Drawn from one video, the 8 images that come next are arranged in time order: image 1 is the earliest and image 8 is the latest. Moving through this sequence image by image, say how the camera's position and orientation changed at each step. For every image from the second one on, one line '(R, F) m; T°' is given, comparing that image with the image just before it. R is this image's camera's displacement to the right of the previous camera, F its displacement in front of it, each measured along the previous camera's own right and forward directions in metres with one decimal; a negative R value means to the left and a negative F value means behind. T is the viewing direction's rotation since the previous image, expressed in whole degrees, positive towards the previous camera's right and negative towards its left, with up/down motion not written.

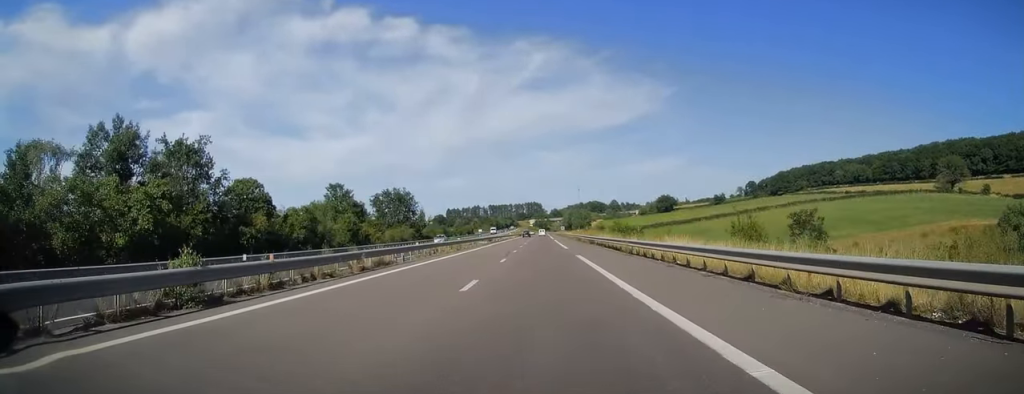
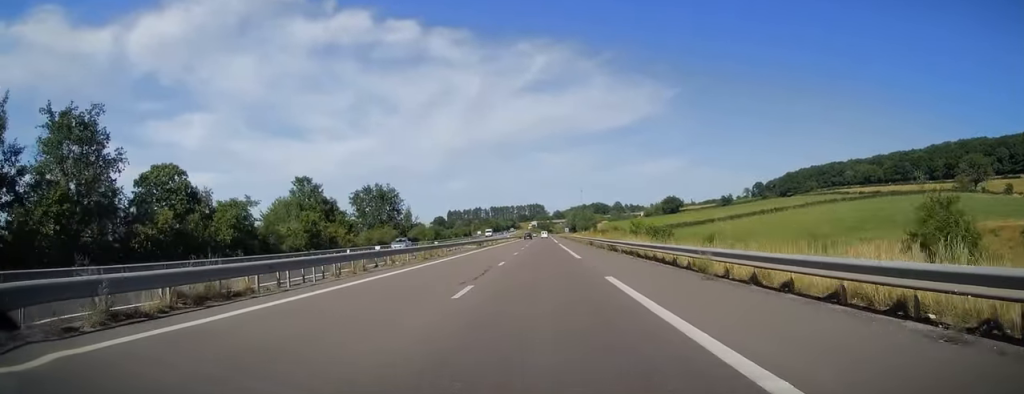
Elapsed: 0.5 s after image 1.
(0.0, +14.3) m; 0°
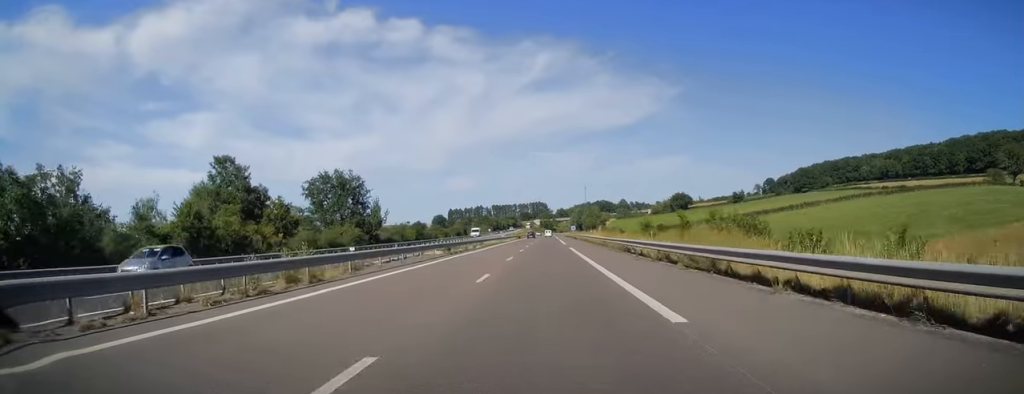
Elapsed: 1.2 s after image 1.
(+0.1, +22.1) m; 0°
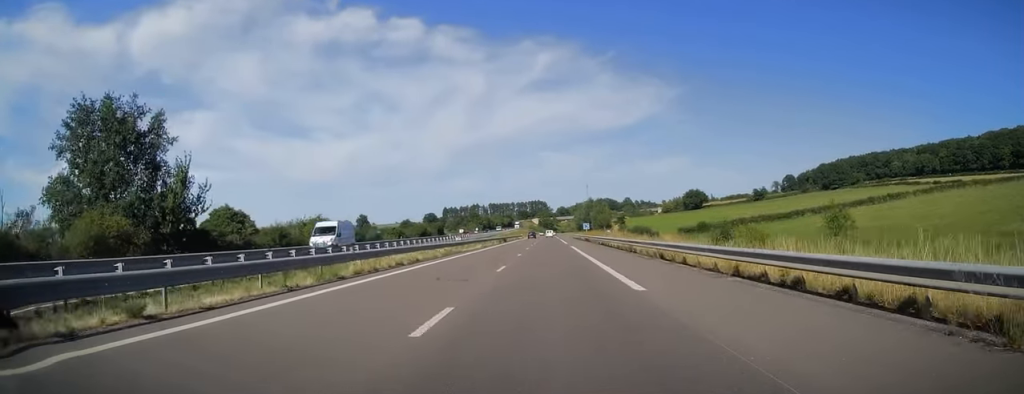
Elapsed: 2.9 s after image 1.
(-0.2, +47.6) m; -1°
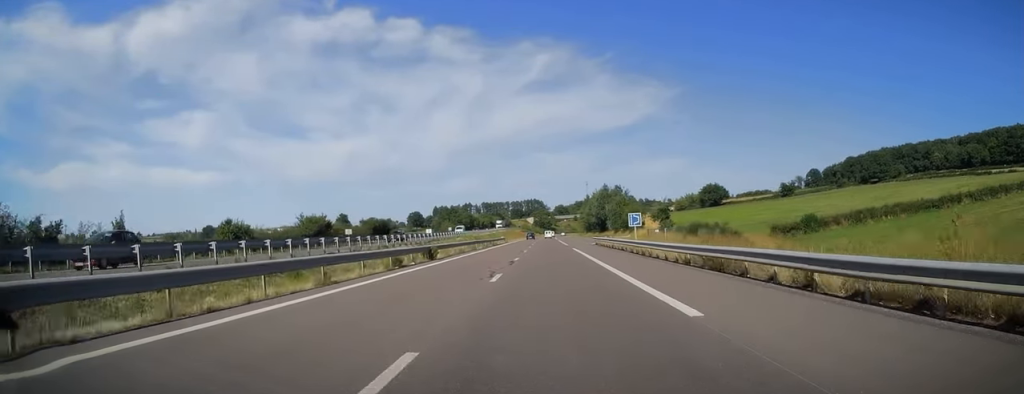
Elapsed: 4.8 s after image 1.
(0.0, +56.0) m; +1°
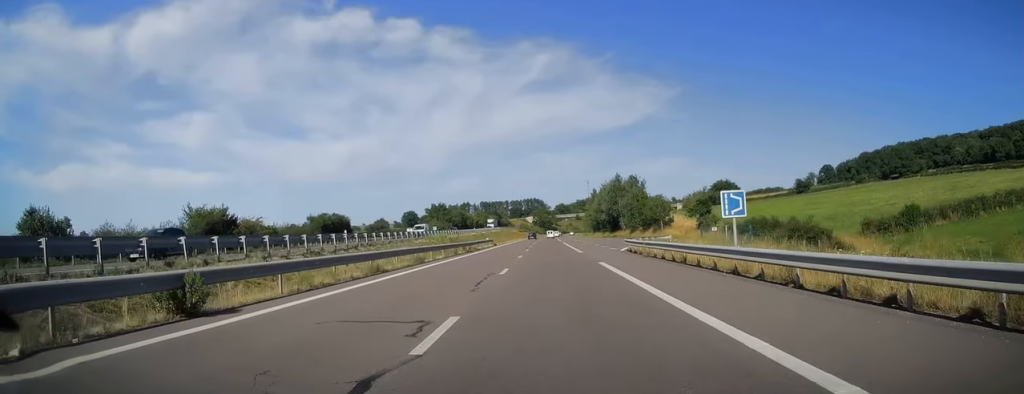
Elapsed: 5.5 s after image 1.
(+0.3, +23.1) m; 0°
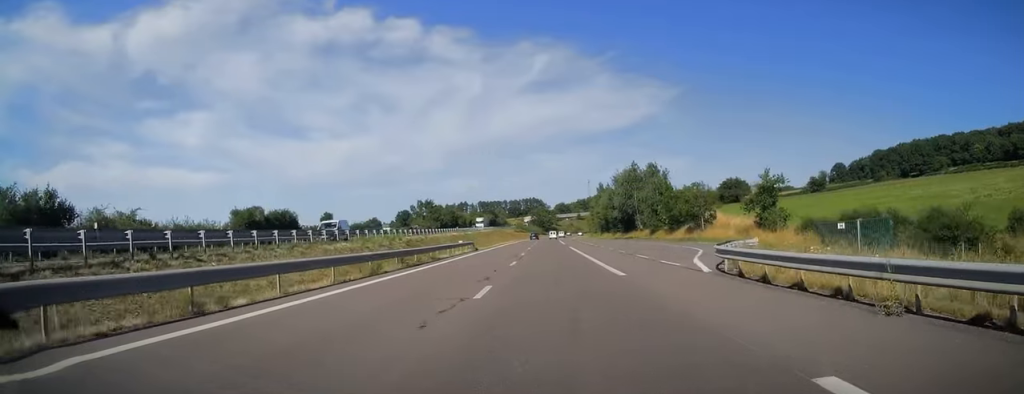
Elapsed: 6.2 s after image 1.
(0.0, +20.1) m; 0°
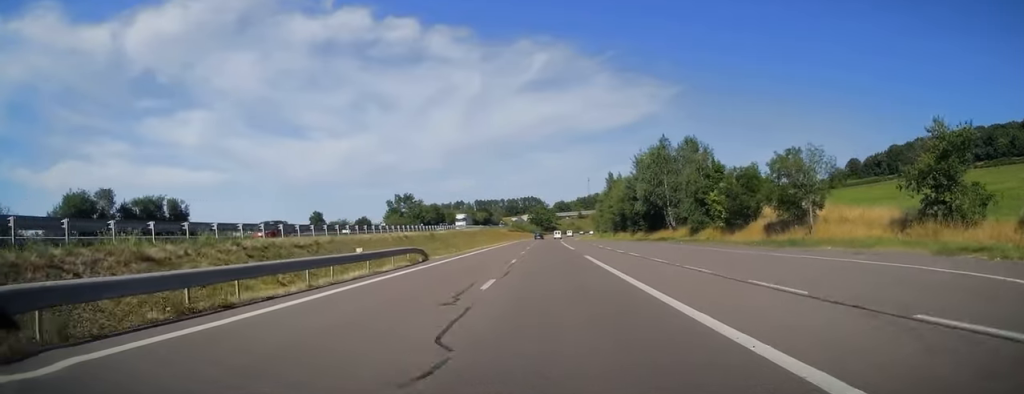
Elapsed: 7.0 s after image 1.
(-0.2, +24.1) m; 0°
